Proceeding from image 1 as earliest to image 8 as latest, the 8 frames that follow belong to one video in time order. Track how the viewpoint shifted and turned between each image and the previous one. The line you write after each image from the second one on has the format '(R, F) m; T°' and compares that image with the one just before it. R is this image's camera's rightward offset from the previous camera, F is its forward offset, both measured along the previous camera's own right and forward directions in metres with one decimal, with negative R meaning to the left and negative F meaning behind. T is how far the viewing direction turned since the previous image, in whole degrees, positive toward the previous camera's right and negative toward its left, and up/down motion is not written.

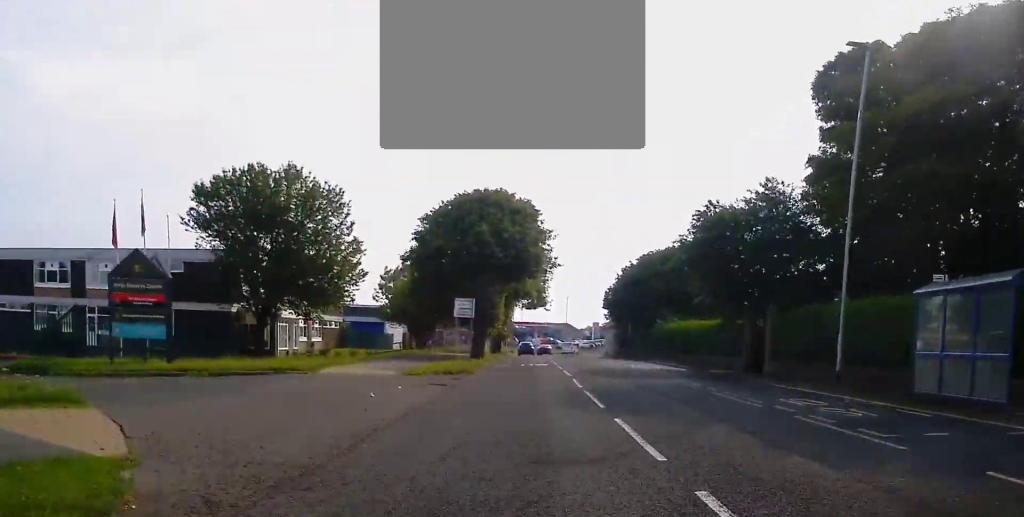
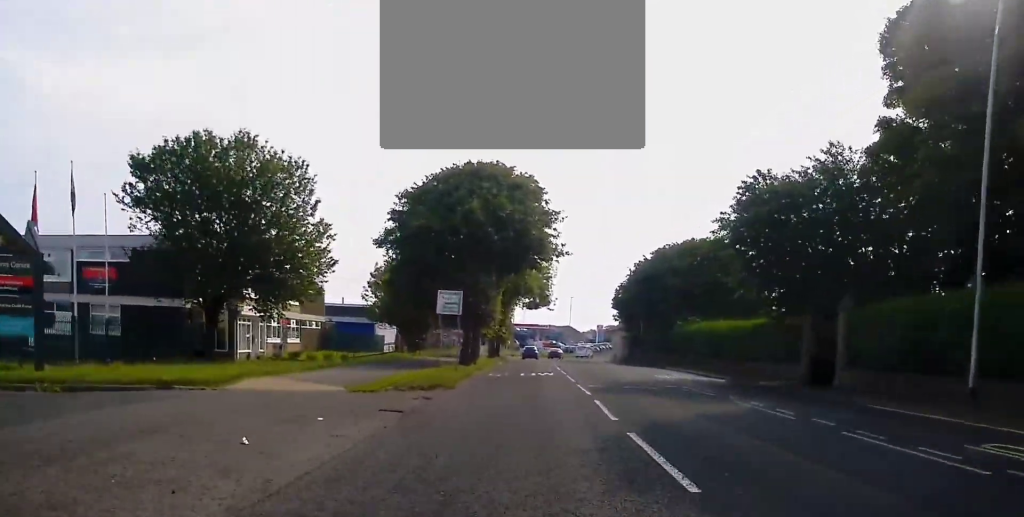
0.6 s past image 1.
(0.0, +7.6) m; +1°
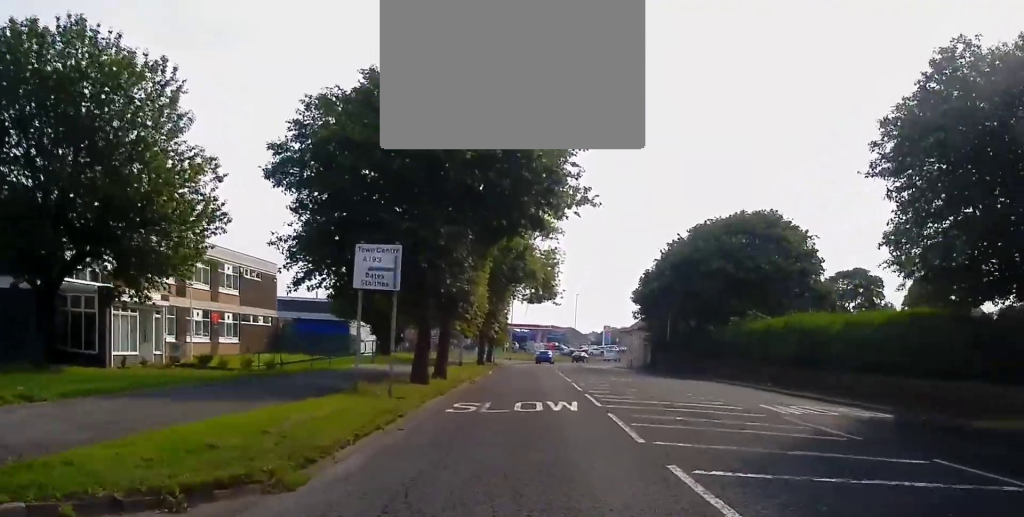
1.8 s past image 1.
(+0.1, +14.5) m; -1°
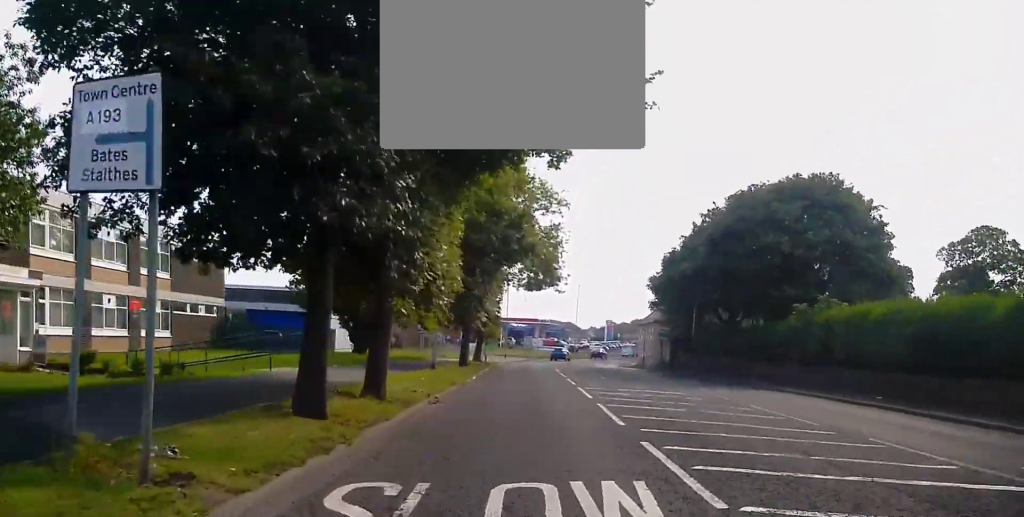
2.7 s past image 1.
(-0.3, +10.2) m; -1°
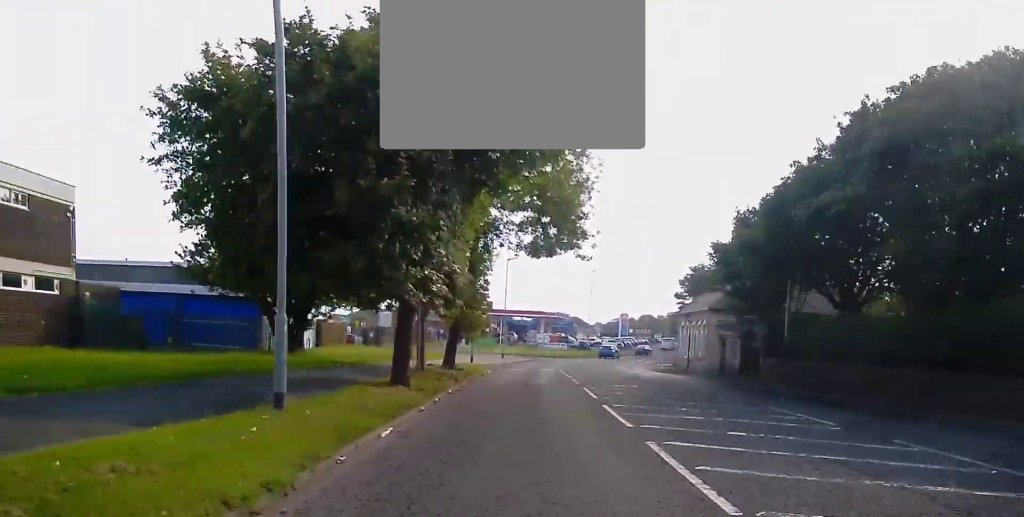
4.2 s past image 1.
(+0.7, +18.2) m; +2°
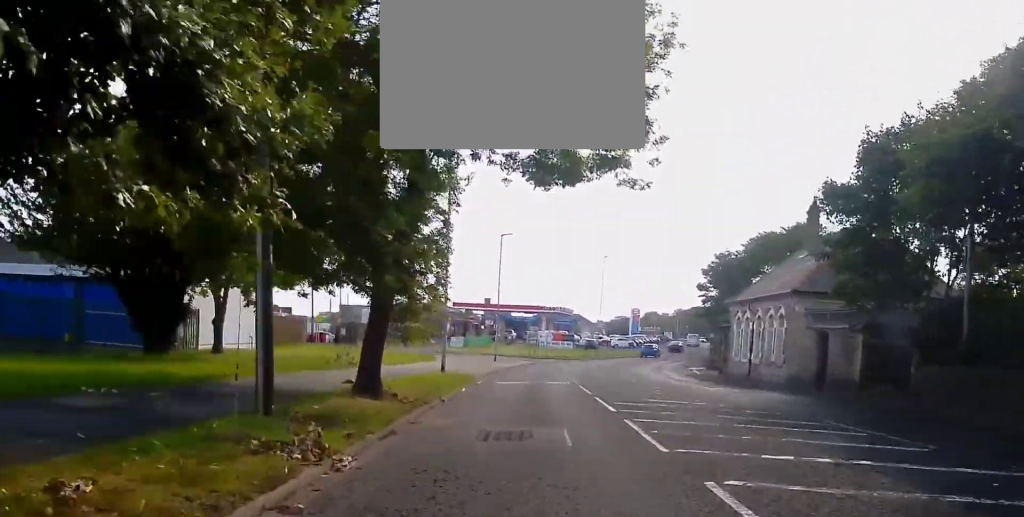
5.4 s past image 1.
(-0.4, +14.5) m; -2°
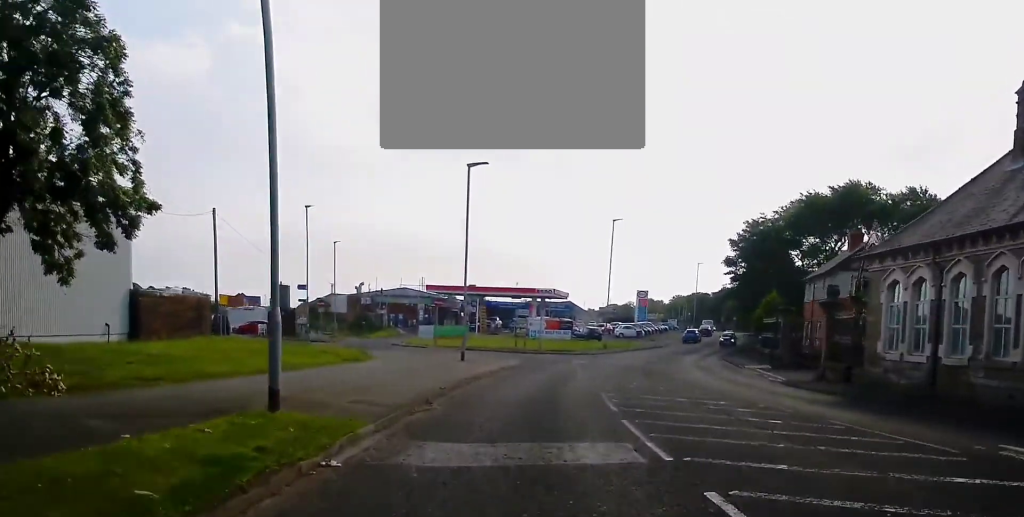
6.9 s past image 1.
(+0.1, +18.9) m; +2°
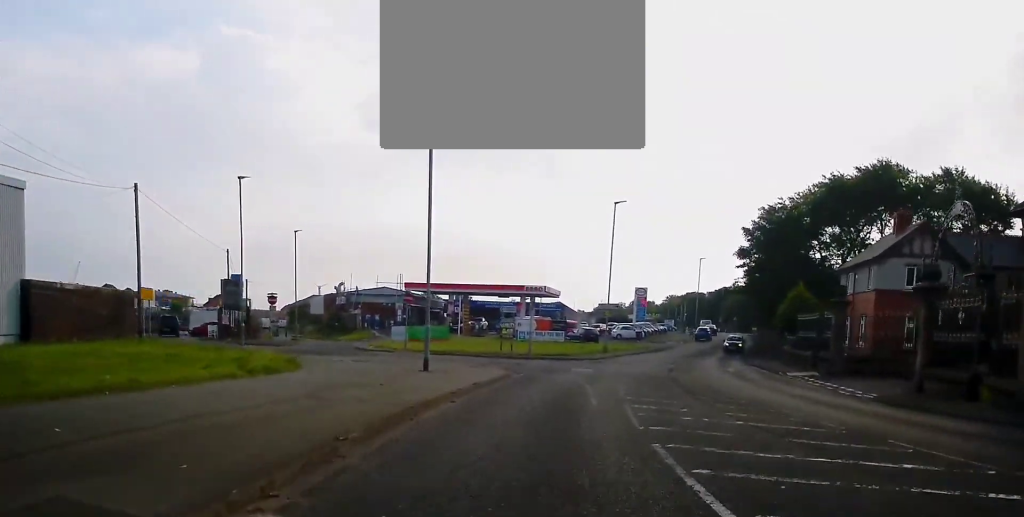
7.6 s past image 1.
(+0.1, +8.9) m; +2°
